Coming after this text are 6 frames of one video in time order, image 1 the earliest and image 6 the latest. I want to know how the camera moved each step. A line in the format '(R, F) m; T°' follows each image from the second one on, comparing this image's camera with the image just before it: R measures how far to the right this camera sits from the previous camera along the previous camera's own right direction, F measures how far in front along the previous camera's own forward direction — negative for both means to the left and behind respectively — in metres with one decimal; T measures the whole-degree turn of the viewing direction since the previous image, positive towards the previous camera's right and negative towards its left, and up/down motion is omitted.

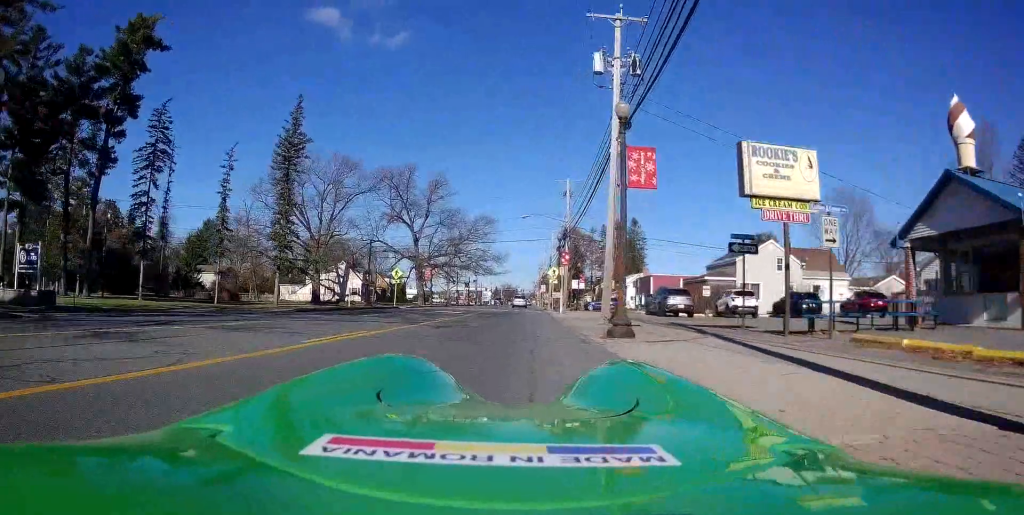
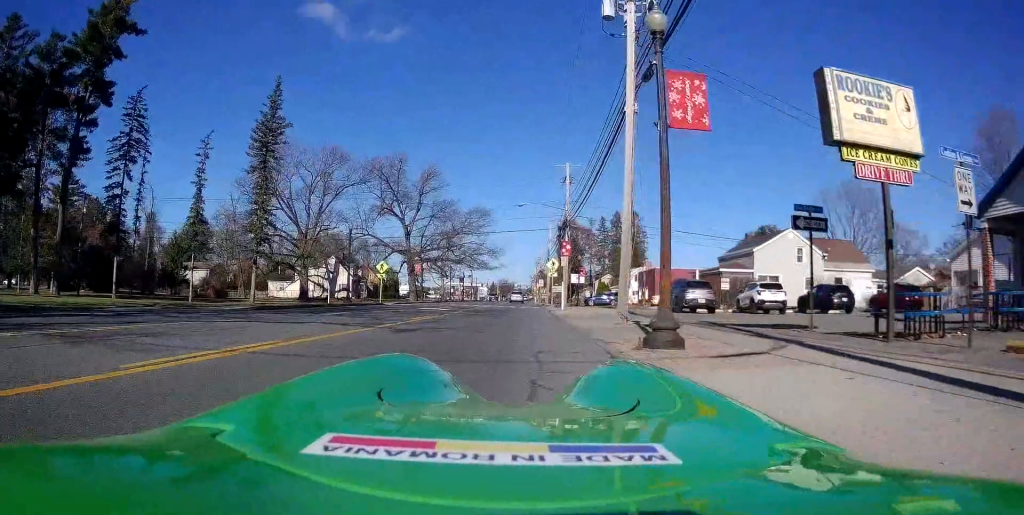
(+0.1, +4.4) m; +2°
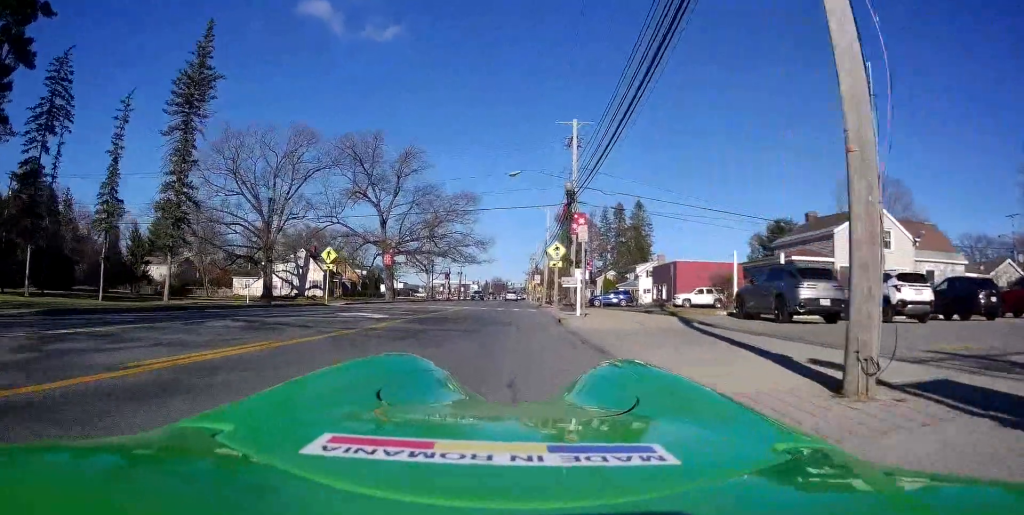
(+0.1, +12.3) m; -1°
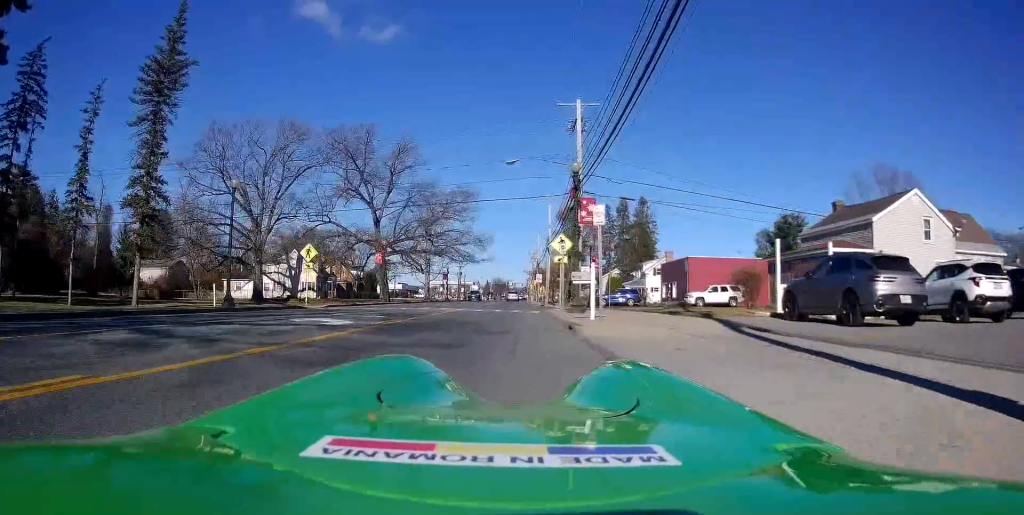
(+0.1, +3.8) m; -1°
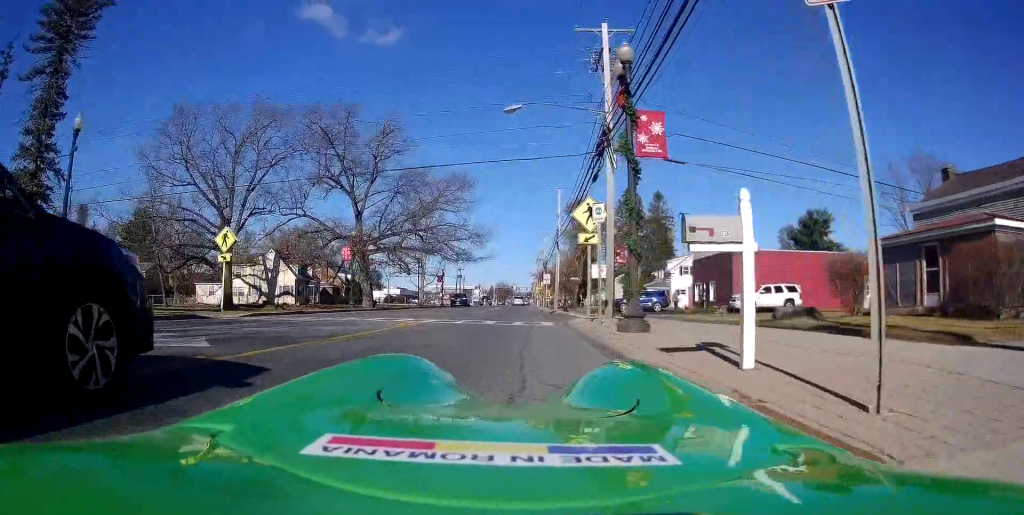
(-0.2, +10.4) m; +1°
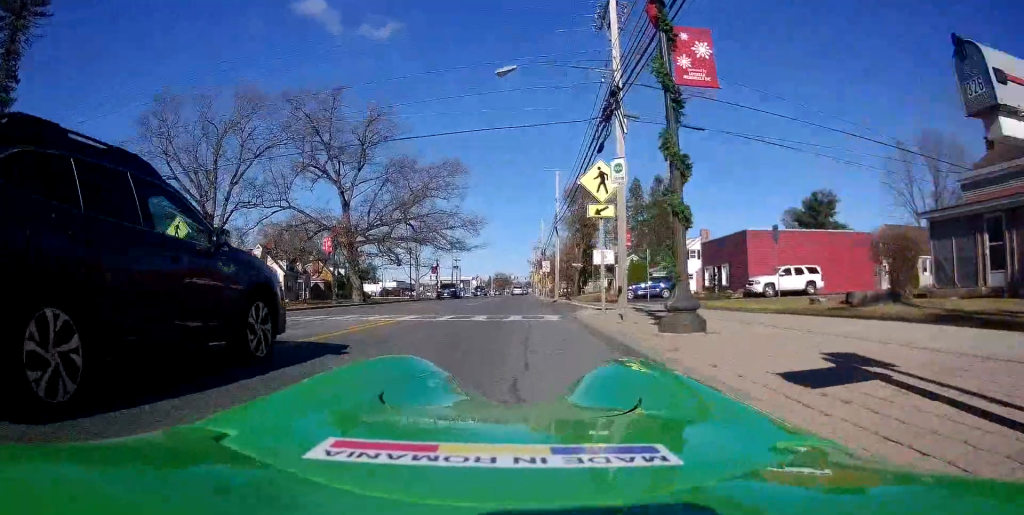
(+0.1, +3.3) m; +1°
